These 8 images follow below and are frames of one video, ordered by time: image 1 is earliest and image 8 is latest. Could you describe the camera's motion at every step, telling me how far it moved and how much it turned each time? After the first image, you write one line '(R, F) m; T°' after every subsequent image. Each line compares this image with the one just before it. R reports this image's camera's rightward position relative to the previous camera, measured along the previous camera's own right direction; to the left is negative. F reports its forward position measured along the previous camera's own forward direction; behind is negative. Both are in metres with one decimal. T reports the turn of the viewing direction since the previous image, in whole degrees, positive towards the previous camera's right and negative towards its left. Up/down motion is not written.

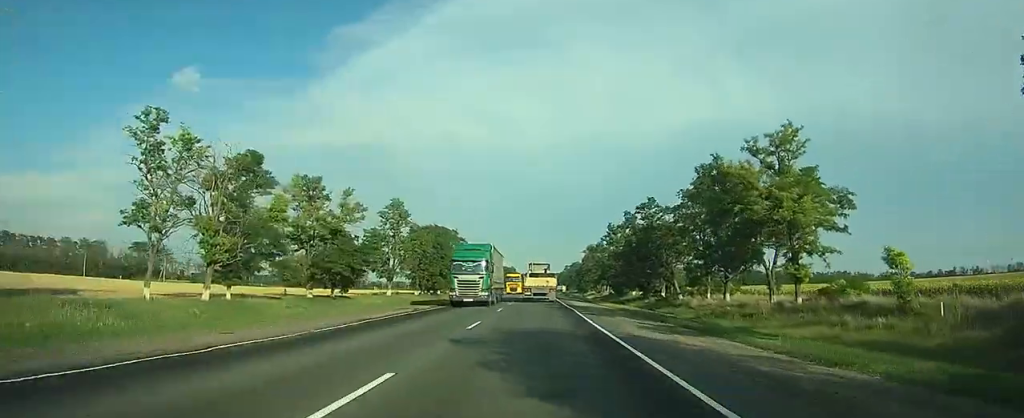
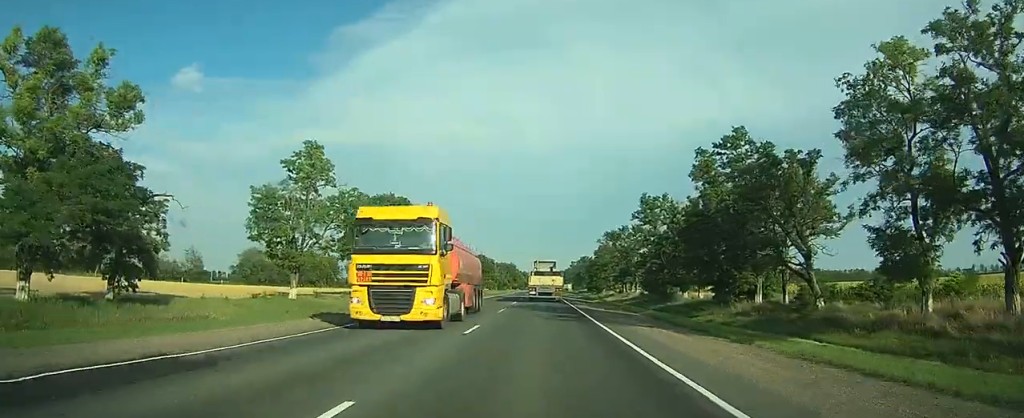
(-0.3, +38.5) m; -1°
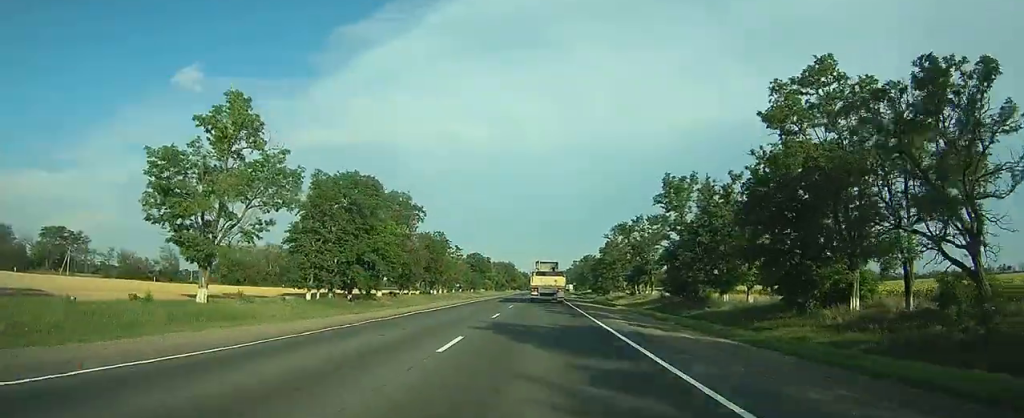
(-0.1, +16.1) m; 0°
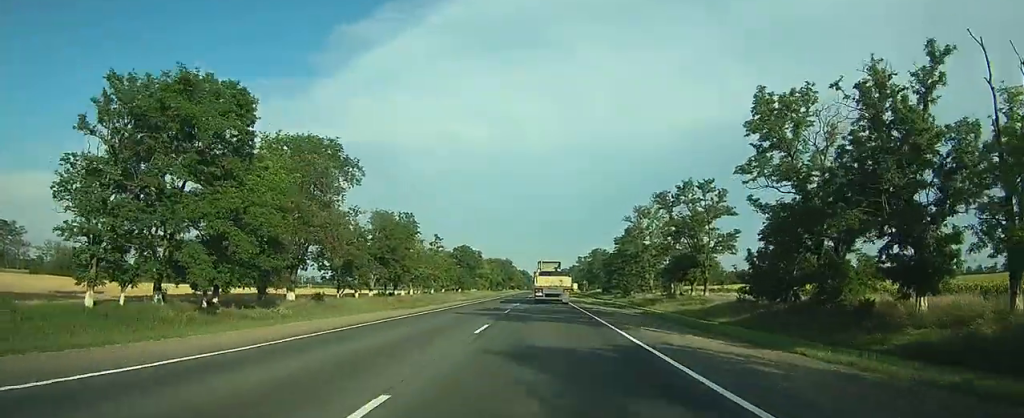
(0.0, +30.9) m; -1°
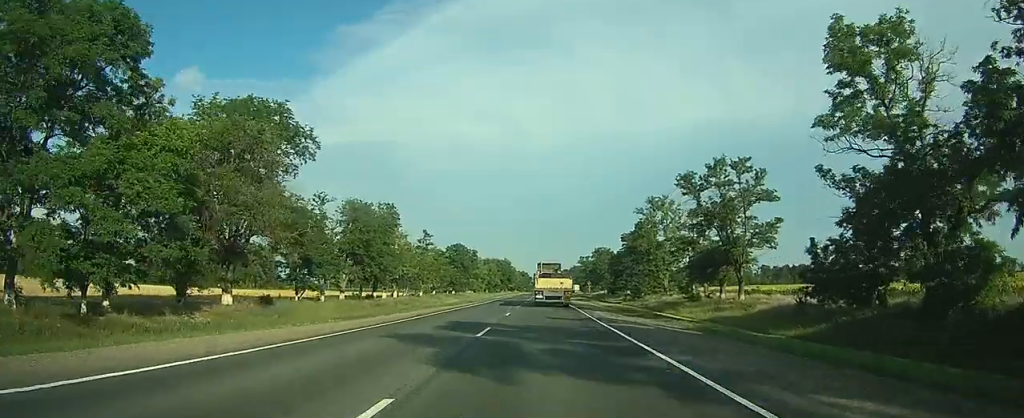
(0.0, +11.7) m; -1°
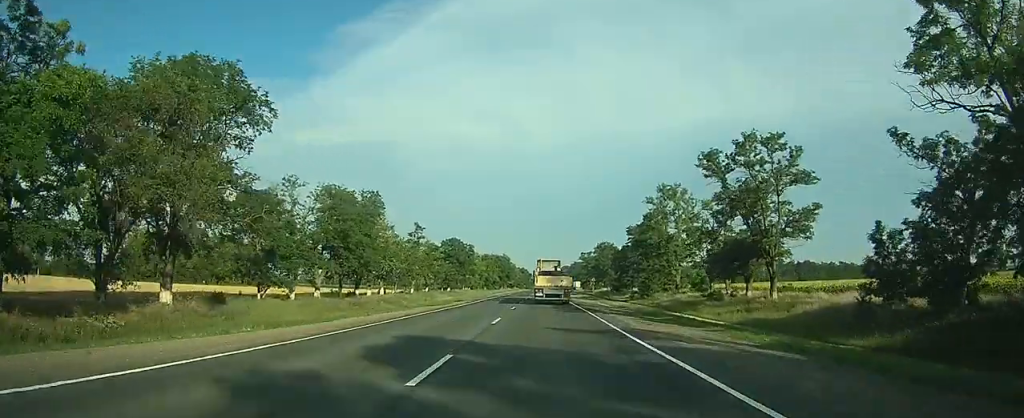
(-0.2, +7.8) m; 0°
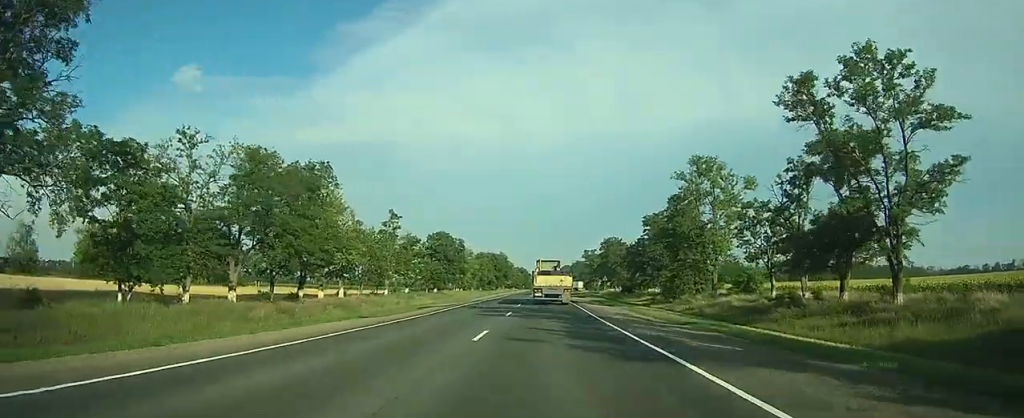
(+0.1, +17.4) m; +1°
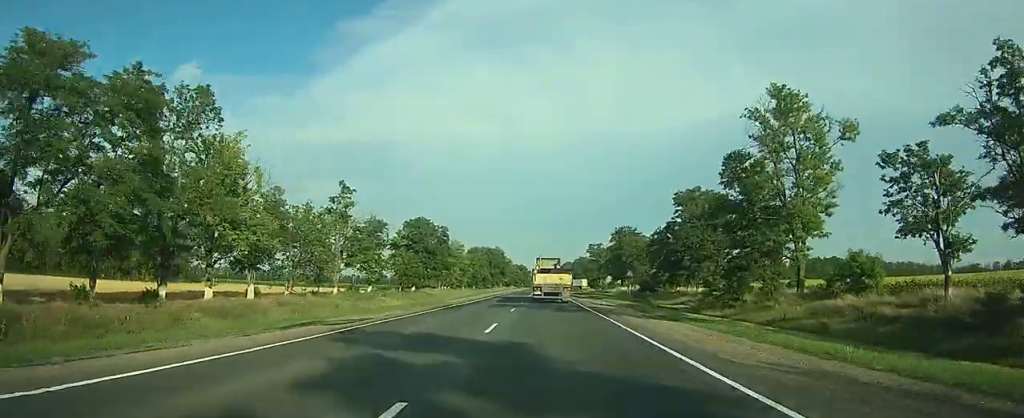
(+0.3, +21.7) m; 0°
